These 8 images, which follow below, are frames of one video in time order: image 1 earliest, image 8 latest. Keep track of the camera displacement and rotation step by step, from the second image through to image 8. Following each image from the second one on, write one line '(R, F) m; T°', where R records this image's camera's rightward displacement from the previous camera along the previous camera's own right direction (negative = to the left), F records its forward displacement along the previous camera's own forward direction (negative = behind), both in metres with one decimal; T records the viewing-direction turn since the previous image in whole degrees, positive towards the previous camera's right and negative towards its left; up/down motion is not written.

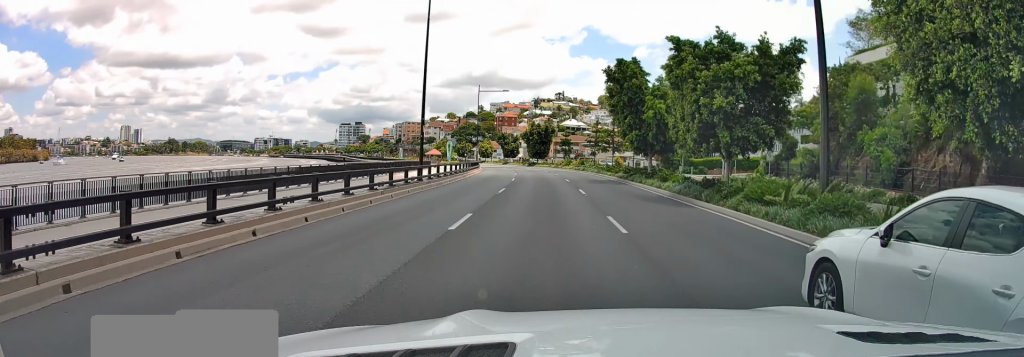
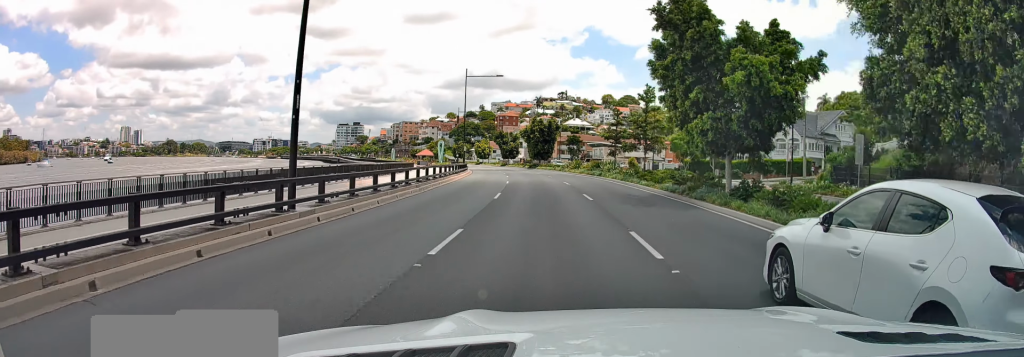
(+0.2, +14.6) m; 0°
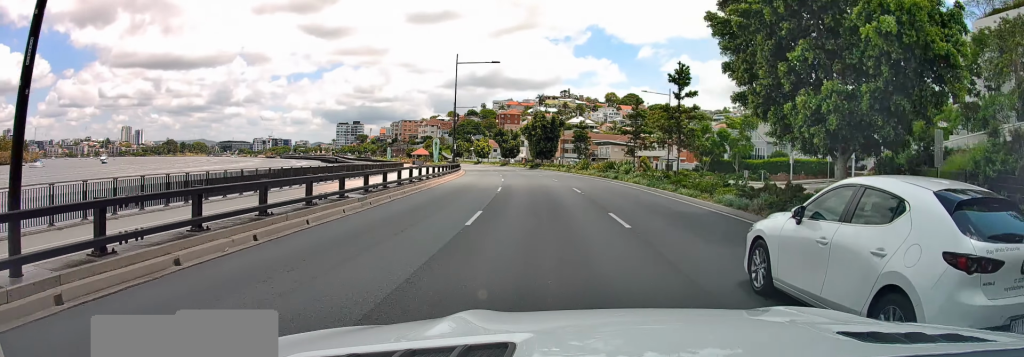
(0.0, +8.3) m; 0°
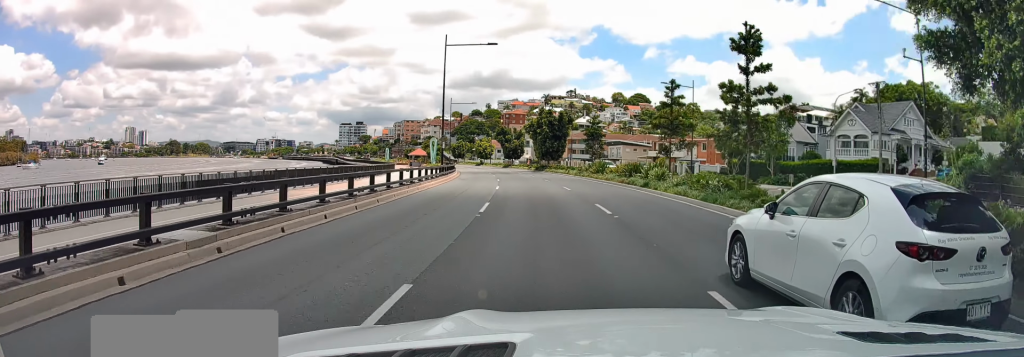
(0.0, +8.9) m; -1°
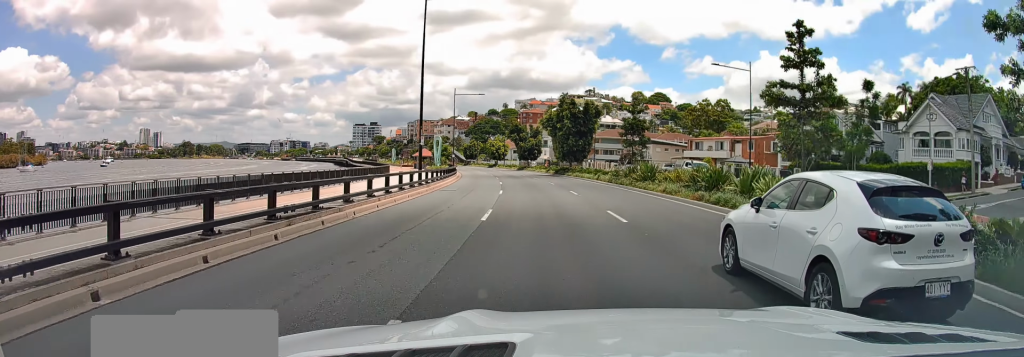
(-0.2, +13.4) m; -2°
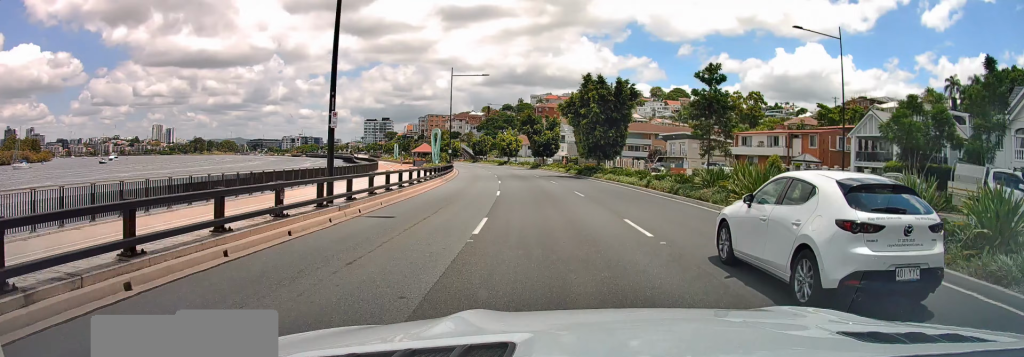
(-0.3, +14.8) m; -2°
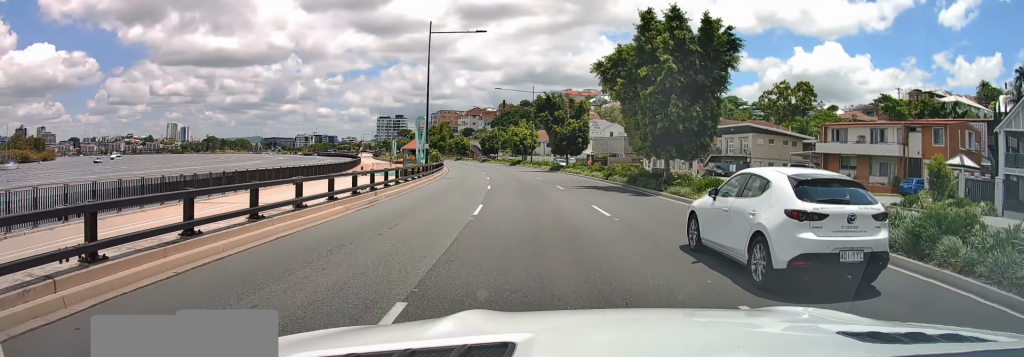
(-0.4, +20.6) m; -2°
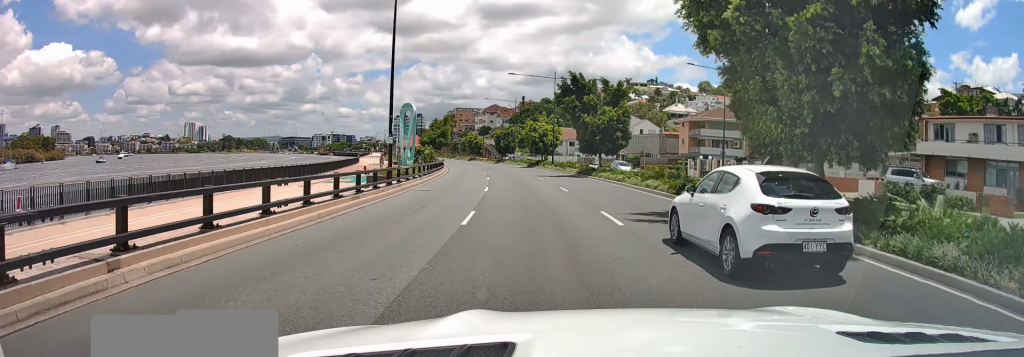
(-0.1, +14.1) m; -2°
